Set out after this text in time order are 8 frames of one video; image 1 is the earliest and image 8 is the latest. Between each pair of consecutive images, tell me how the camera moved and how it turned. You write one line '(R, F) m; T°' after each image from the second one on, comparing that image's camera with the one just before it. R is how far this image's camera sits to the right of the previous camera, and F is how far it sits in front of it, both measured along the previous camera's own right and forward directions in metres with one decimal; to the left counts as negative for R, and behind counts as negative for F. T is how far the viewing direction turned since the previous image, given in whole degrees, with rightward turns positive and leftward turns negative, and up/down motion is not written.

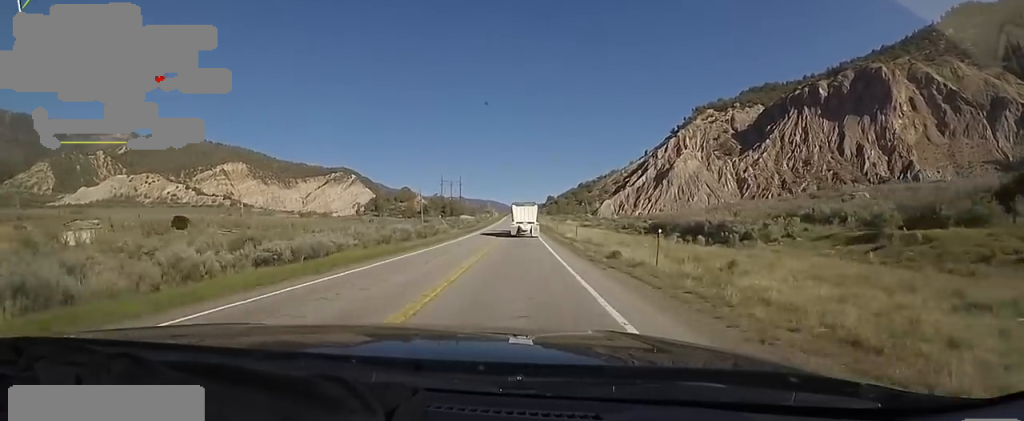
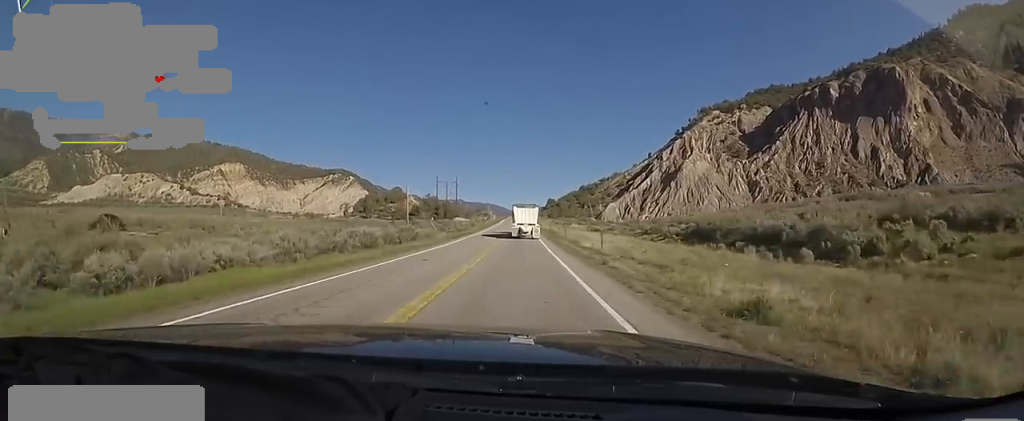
(+0.2, +11.5) m; 0°
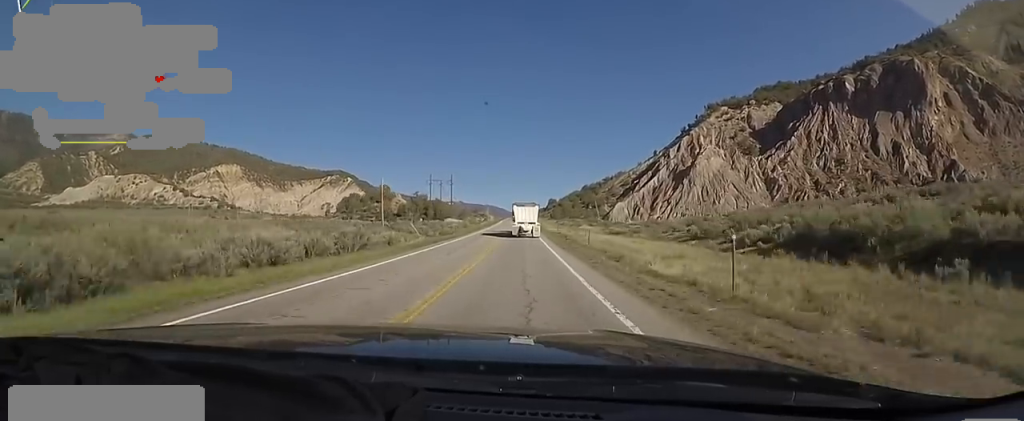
(+0.6, +15.4) m; 0°
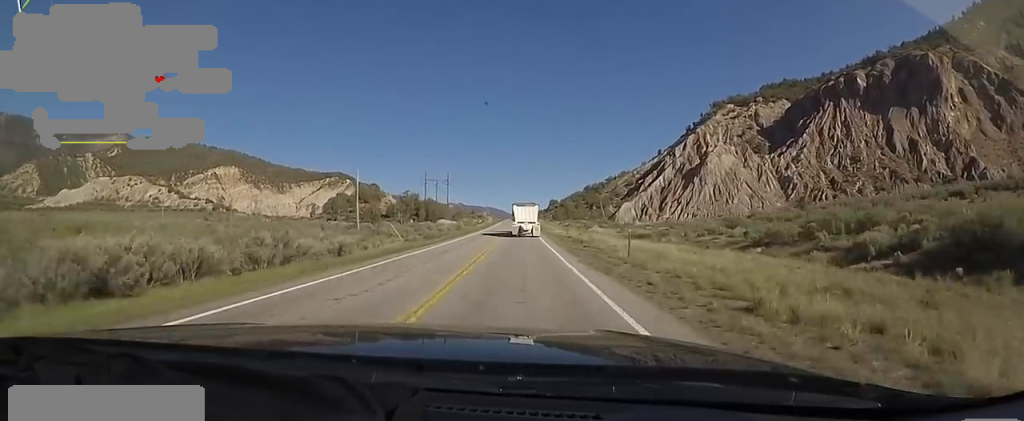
(-0.4, +10.9) m; -1°
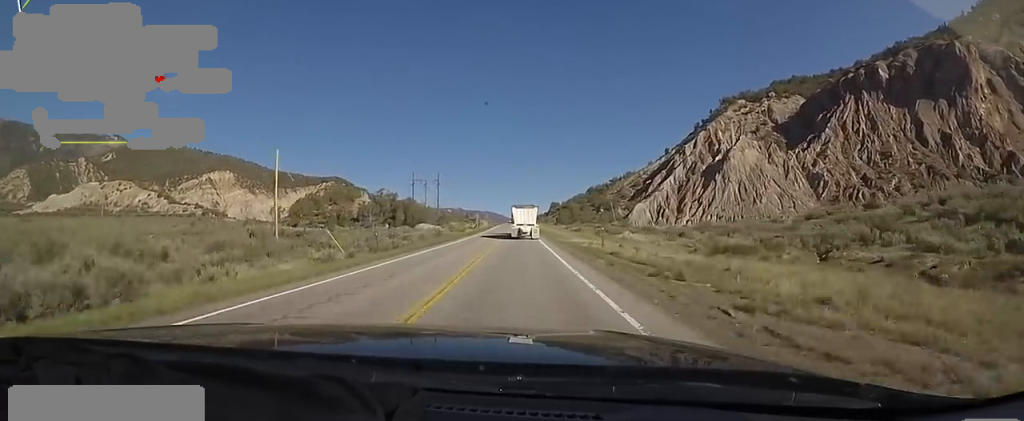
(-0.5, +20.2) m; -1°
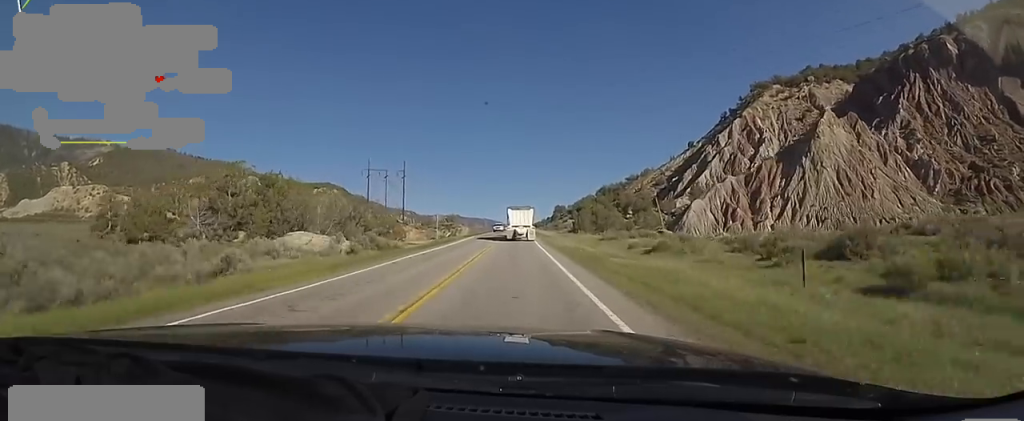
(+0.8, +49.4) m; +2°
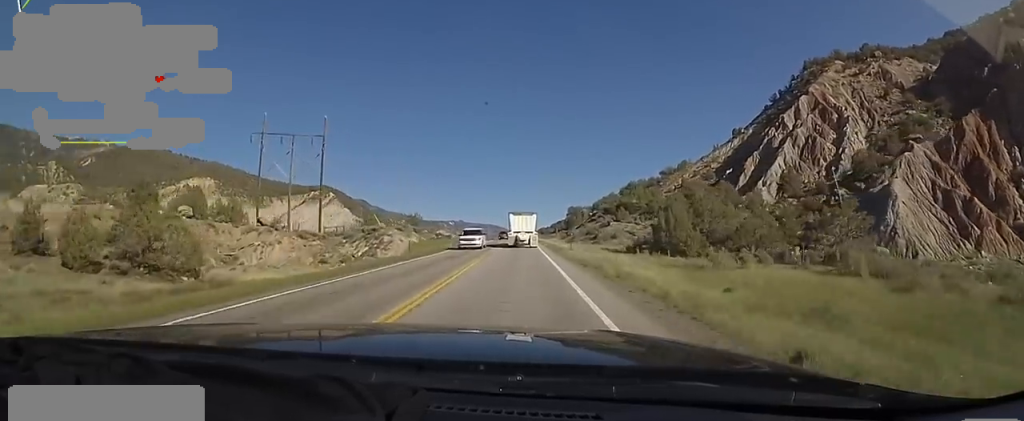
(-1.3, +55.0) m; -2°
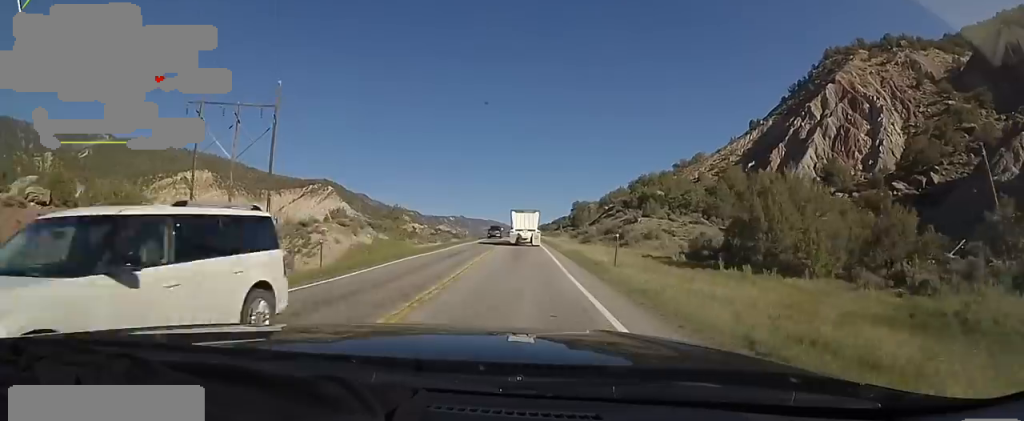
(0.0, +15.7) m; +1°
